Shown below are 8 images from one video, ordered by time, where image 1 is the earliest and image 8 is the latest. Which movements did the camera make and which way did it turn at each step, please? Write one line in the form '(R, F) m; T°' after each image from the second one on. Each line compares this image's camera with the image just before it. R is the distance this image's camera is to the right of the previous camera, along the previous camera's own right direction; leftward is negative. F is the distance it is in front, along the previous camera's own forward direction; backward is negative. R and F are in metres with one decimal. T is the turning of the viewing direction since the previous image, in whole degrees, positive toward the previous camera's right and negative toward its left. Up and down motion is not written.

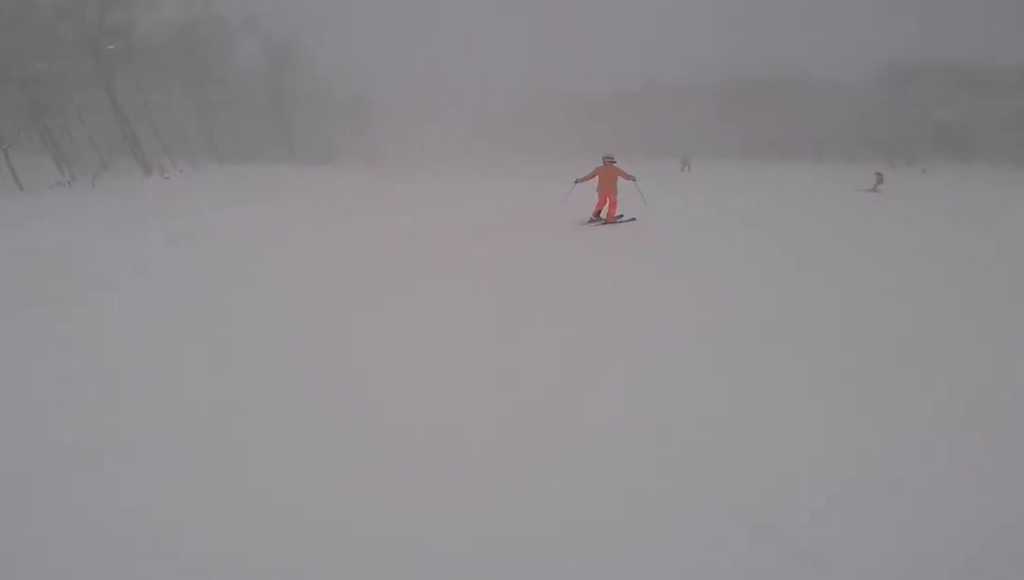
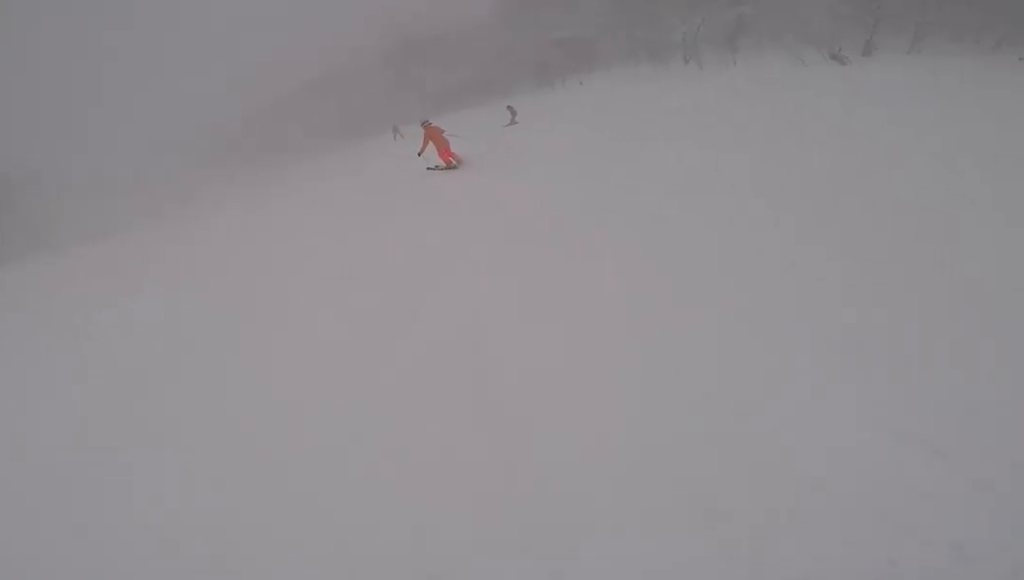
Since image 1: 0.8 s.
(+0.7, +4.1) m; +20°
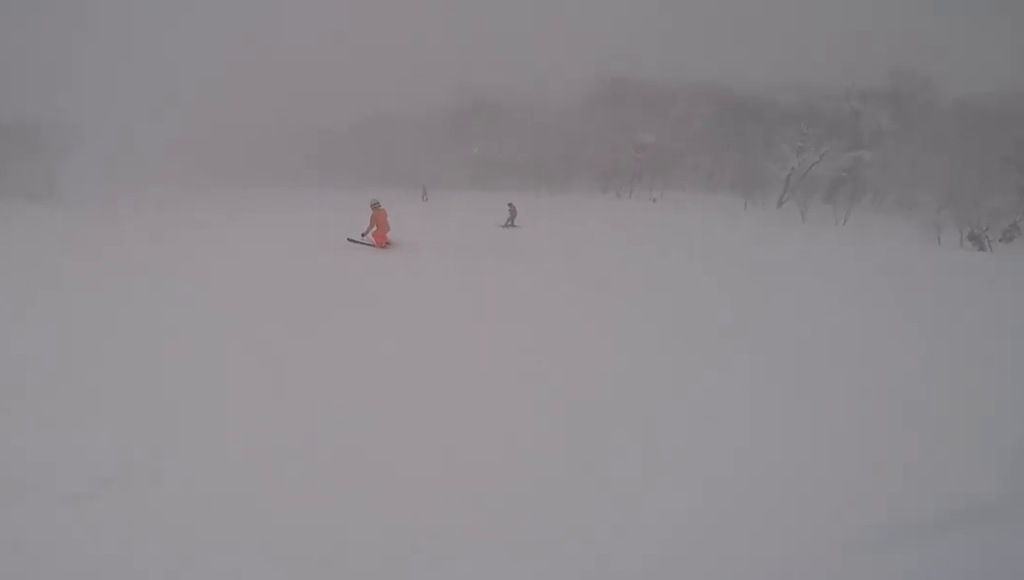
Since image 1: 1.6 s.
(+1.1, +4.4) m; +5°
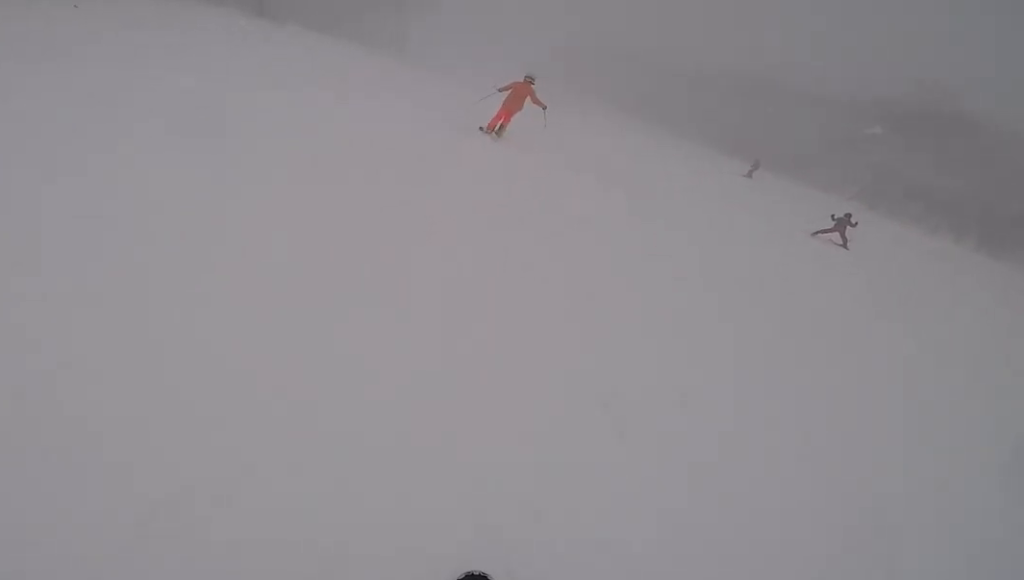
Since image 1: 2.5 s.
(+0.2, +4.2) m; -20°
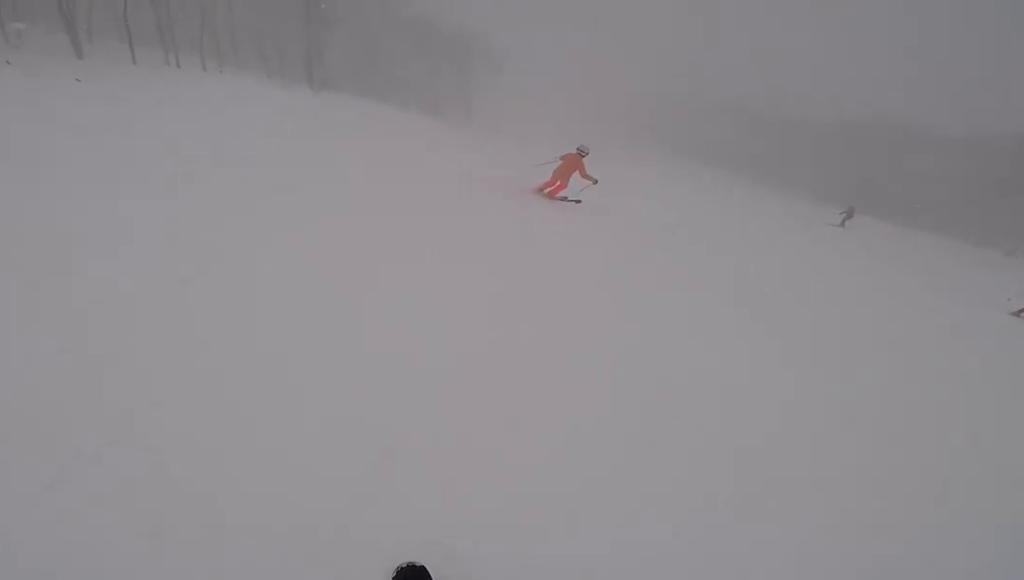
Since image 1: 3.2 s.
(-1.9, +4.1) m; -24°
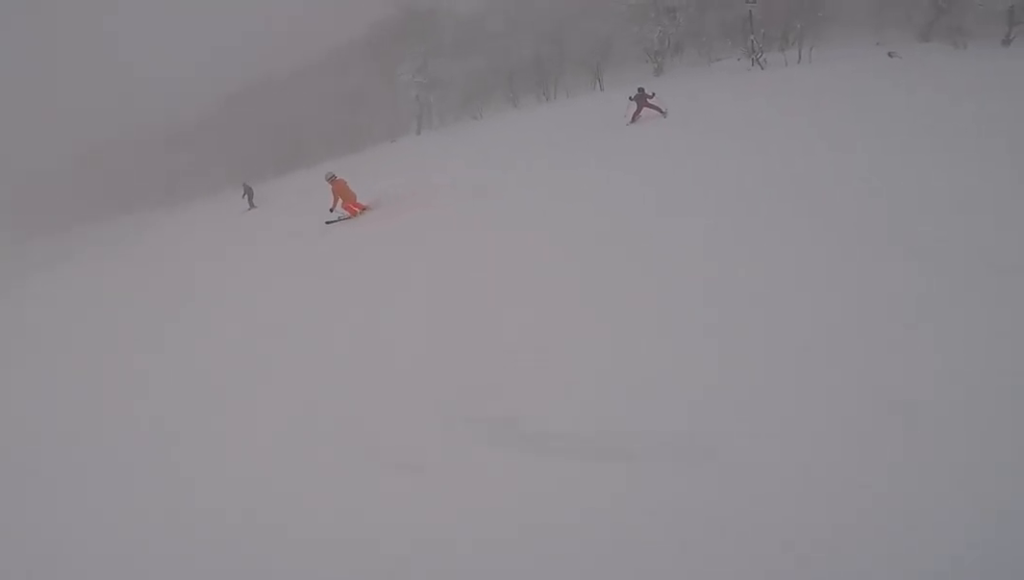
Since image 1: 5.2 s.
(+4.6, +9.3) m; +48°
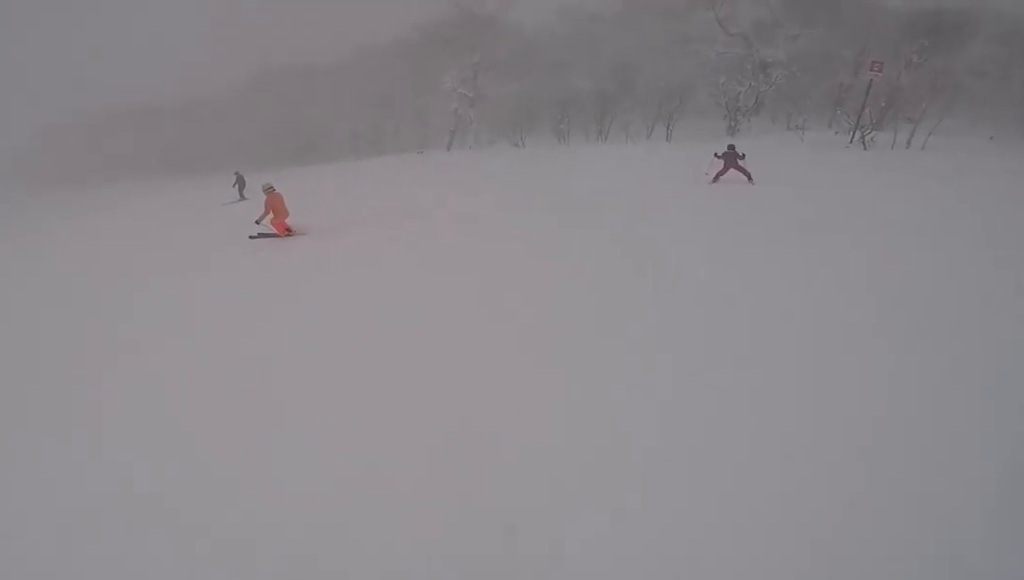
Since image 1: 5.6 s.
(0.0, +2.4) m; -5°
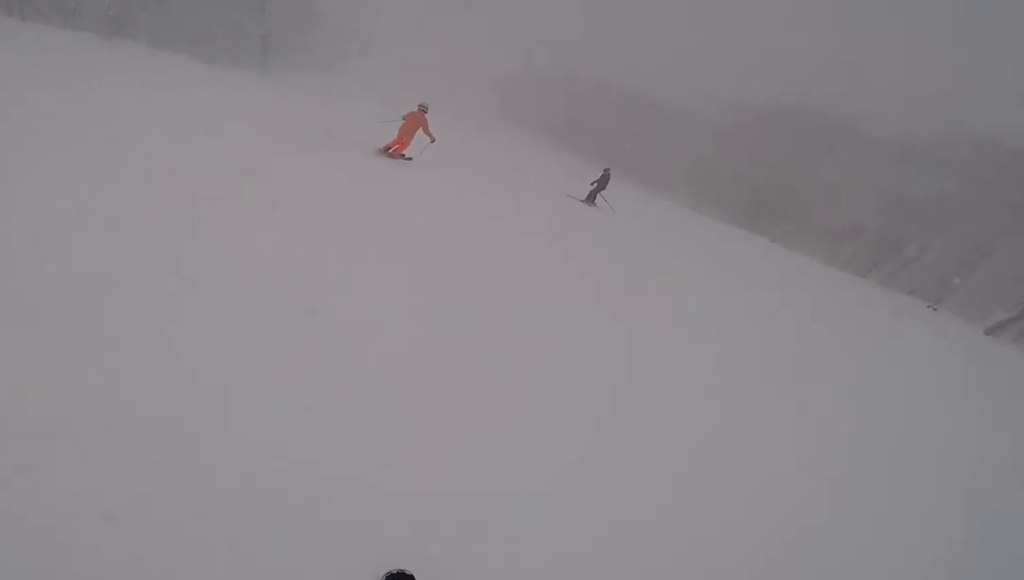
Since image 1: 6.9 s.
(-1.3, +7.4) m; -36°
